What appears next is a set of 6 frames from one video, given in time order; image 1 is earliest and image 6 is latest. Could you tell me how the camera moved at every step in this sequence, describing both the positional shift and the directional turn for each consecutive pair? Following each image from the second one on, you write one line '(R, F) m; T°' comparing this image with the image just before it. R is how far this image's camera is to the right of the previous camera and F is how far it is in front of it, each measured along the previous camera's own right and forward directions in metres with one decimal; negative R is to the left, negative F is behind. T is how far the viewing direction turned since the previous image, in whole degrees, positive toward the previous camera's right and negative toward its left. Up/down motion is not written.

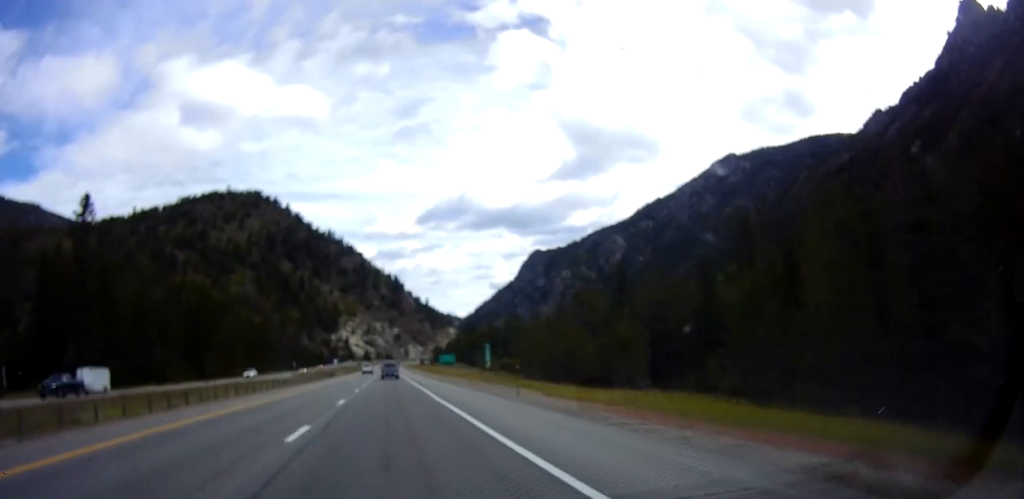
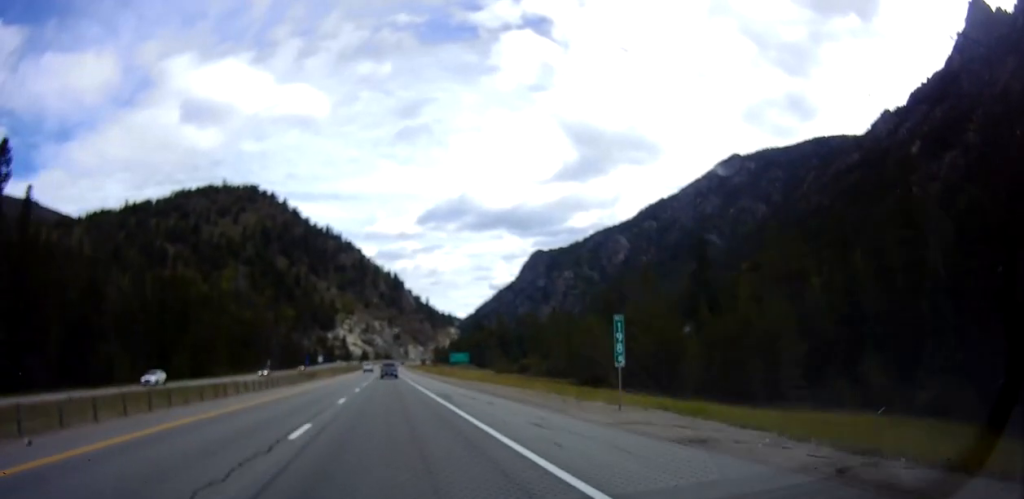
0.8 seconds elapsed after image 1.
(+0.4, +24.3) m; +1°
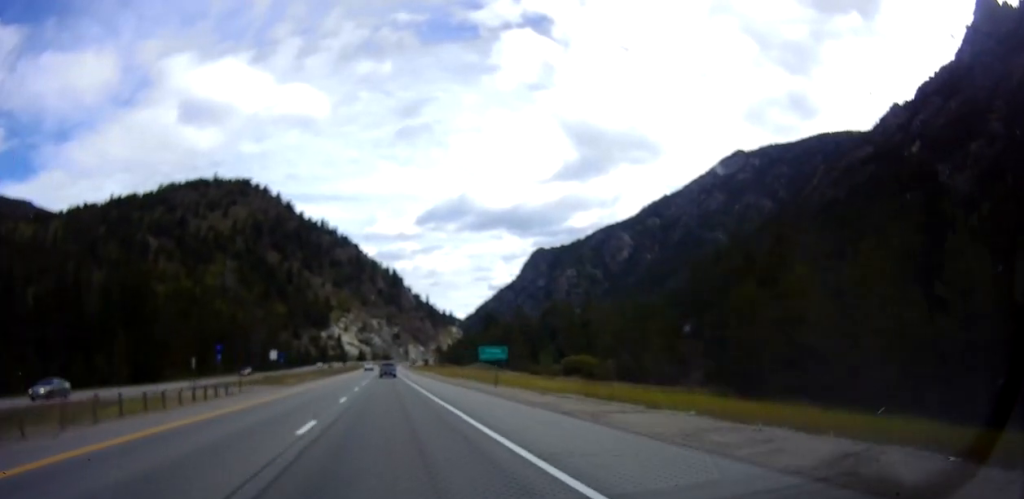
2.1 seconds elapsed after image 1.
(-0.1, +35.3) m; 0°
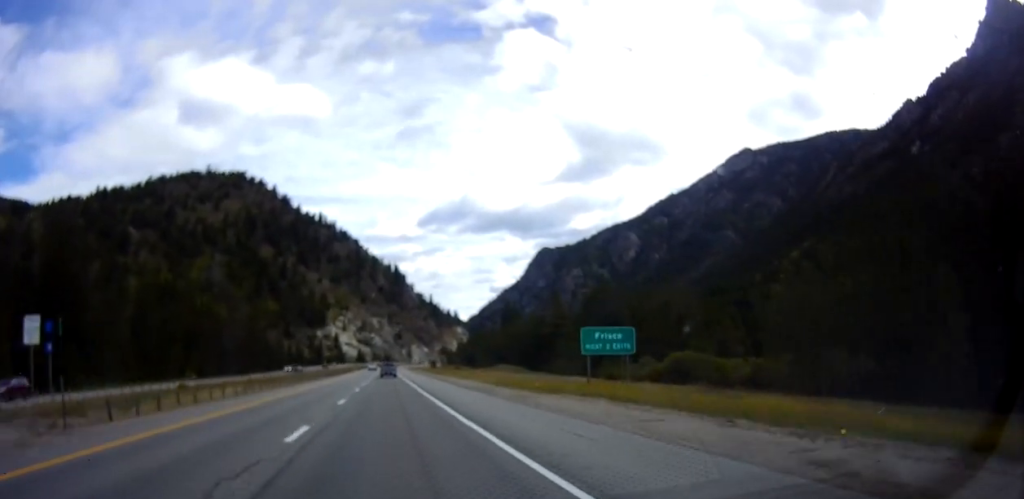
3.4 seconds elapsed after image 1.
(-0.4, +38.2) m; -1°
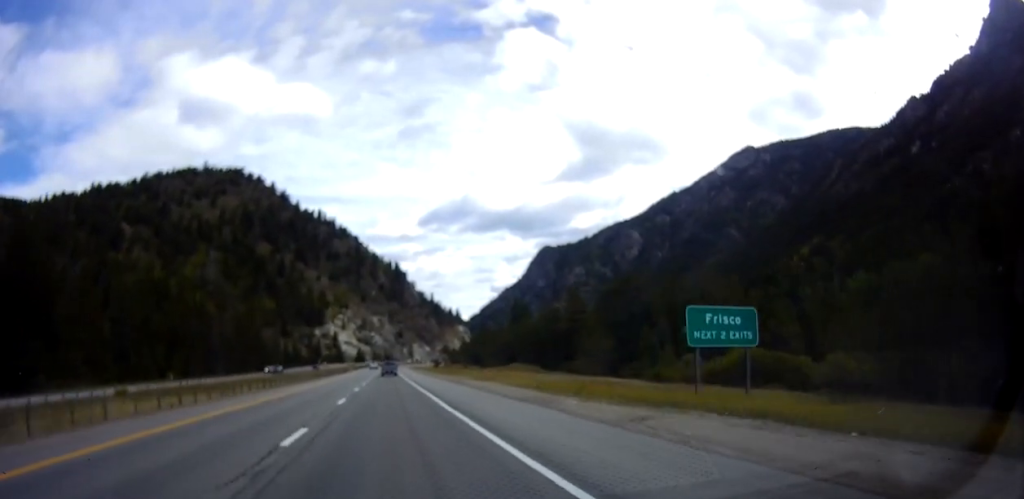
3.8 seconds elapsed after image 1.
(-0.1, +12.7) m; 0°
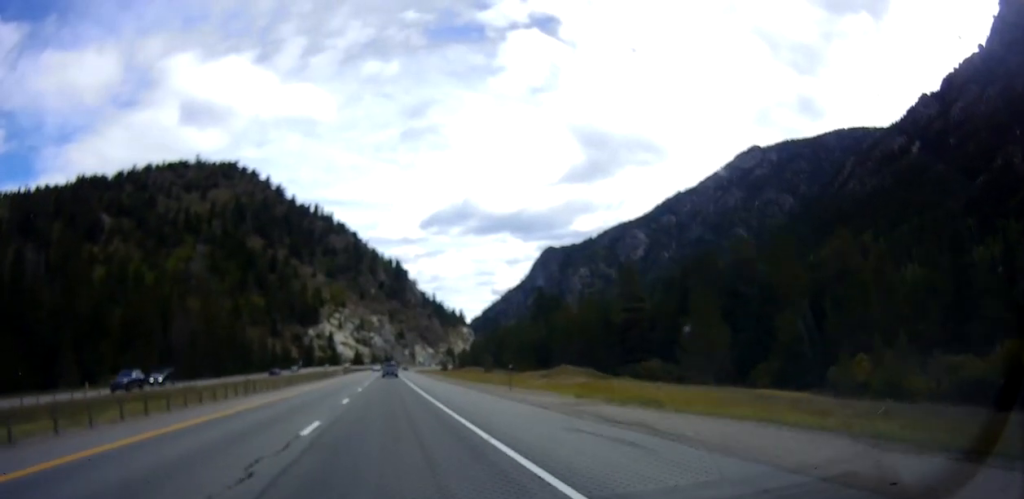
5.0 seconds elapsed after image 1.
(+0.7, +33.1) m; +1°
